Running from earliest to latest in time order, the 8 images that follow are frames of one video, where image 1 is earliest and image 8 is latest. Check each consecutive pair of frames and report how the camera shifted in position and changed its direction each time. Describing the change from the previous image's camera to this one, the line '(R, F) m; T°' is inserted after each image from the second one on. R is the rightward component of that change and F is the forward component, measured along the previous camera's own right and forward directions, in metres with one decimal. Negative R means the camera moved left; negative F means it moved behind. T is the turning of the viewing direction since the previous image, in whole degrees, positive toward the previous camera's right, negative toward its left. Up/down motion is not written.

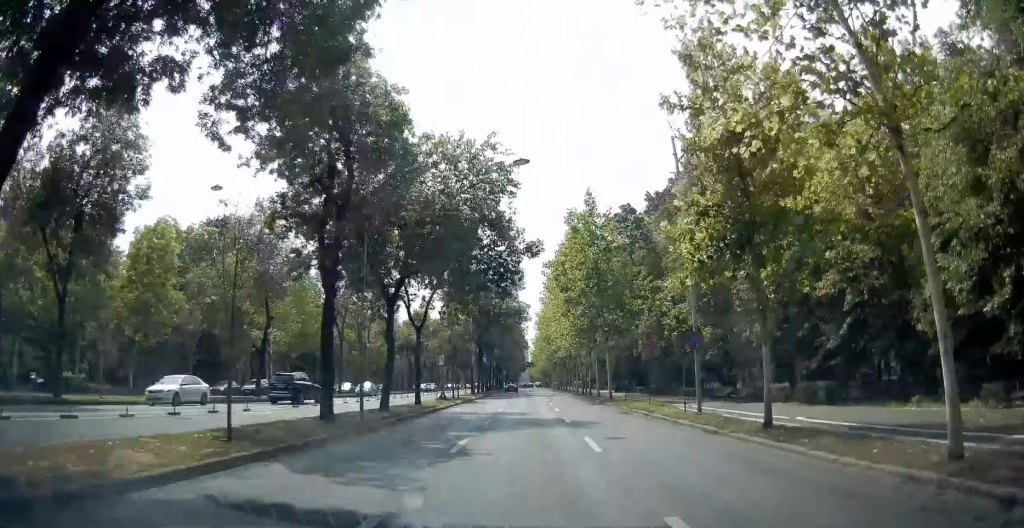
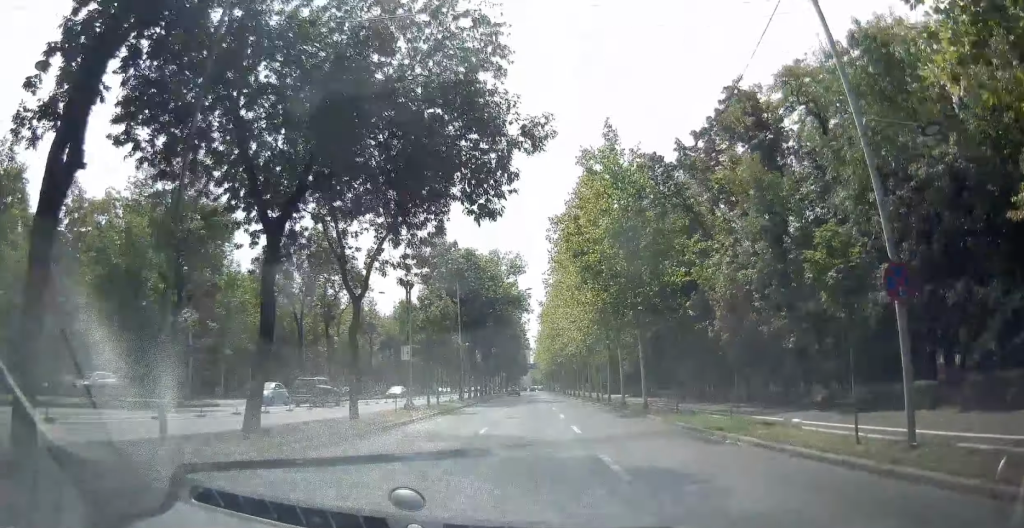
(0.0, +12.5) m; 0°
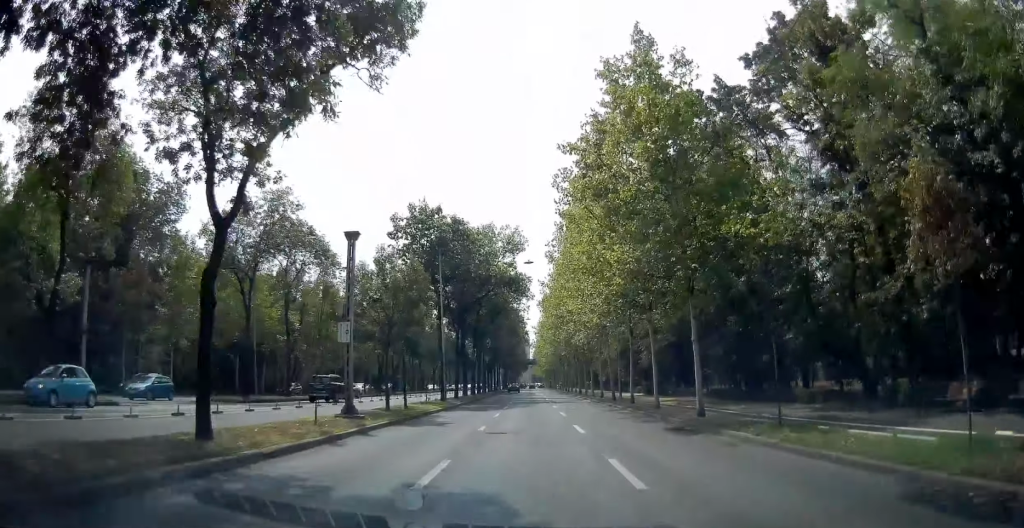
(0.0, +10.1) m; 0°
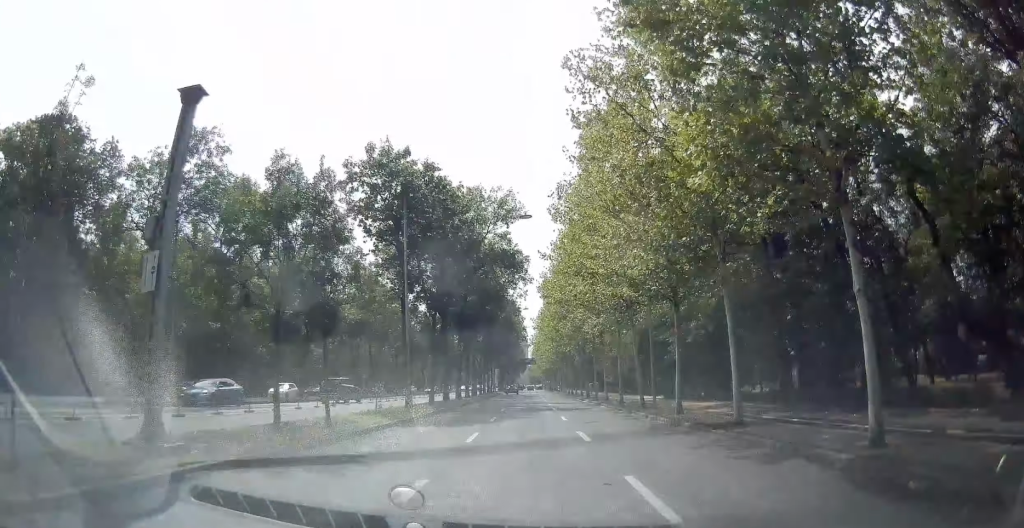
(0.0, +11.4) m; 0°
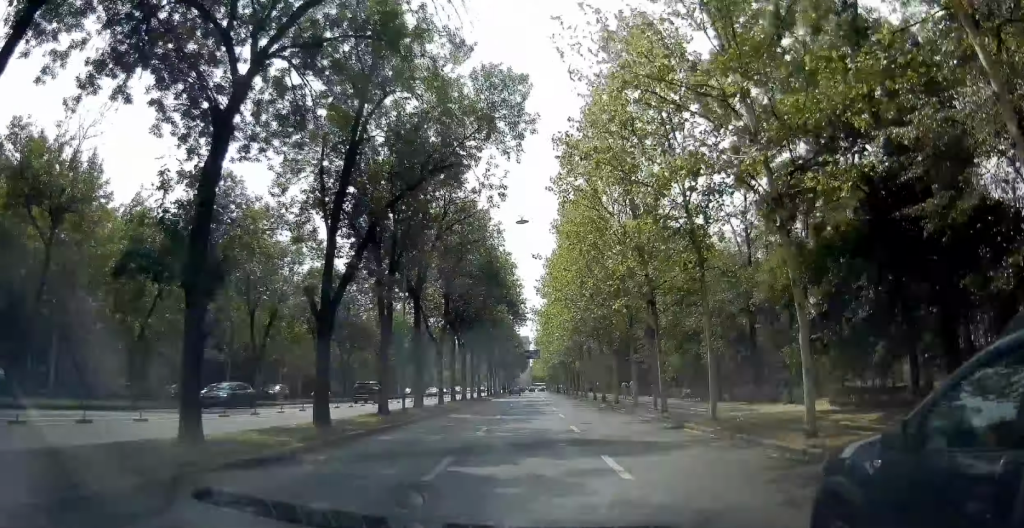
(-0.3, +33.0) m; -4°
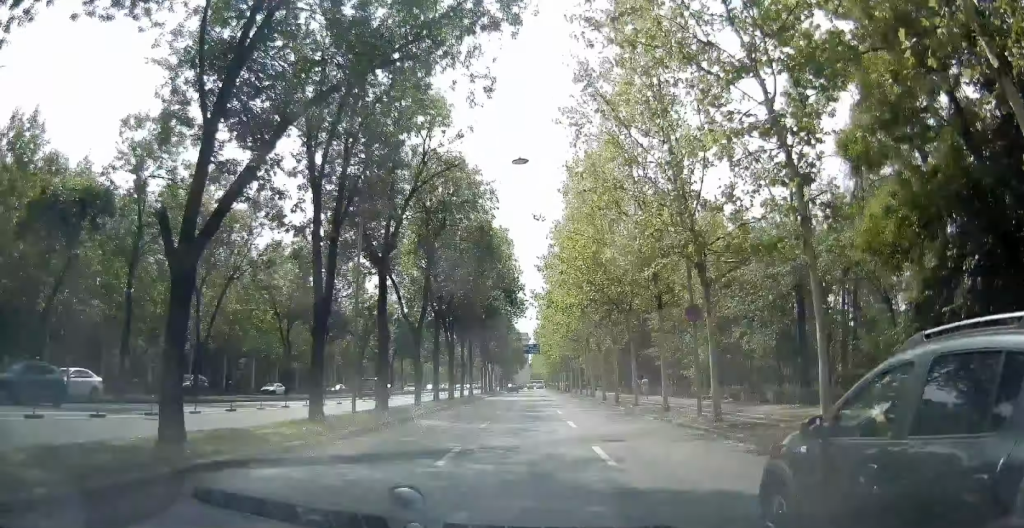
(-0.4, +7.4) m; -2°
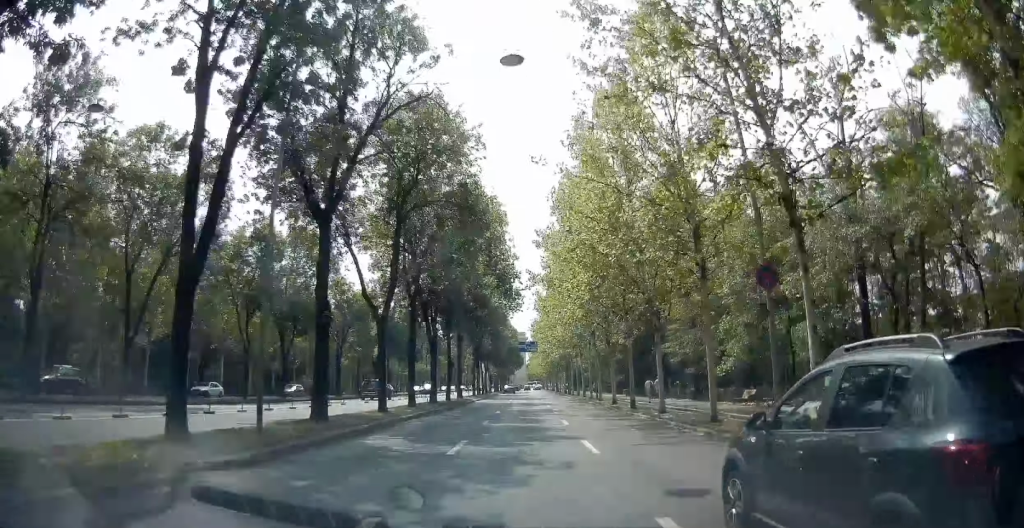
(-0.1, +6.5) m; -2°
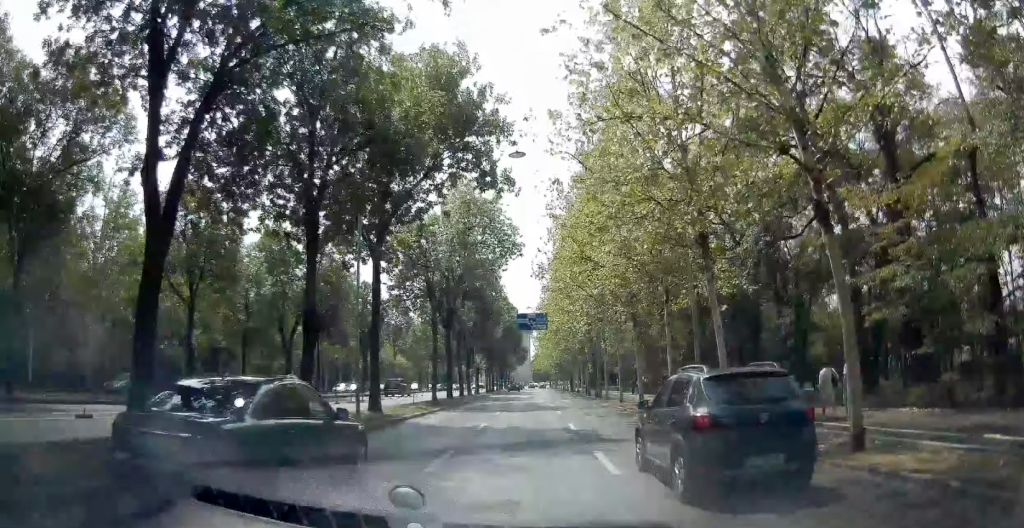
(-0.6, +29.7) m; +1°
